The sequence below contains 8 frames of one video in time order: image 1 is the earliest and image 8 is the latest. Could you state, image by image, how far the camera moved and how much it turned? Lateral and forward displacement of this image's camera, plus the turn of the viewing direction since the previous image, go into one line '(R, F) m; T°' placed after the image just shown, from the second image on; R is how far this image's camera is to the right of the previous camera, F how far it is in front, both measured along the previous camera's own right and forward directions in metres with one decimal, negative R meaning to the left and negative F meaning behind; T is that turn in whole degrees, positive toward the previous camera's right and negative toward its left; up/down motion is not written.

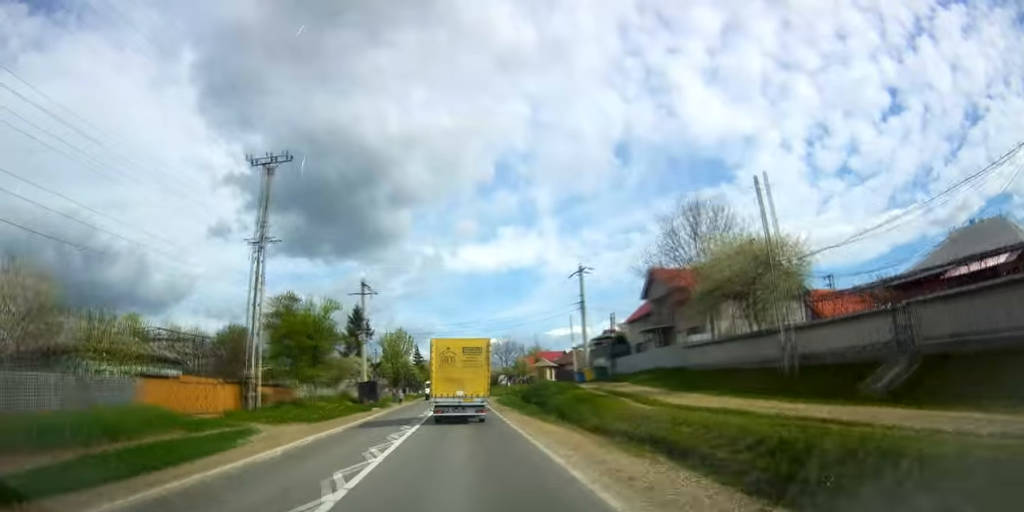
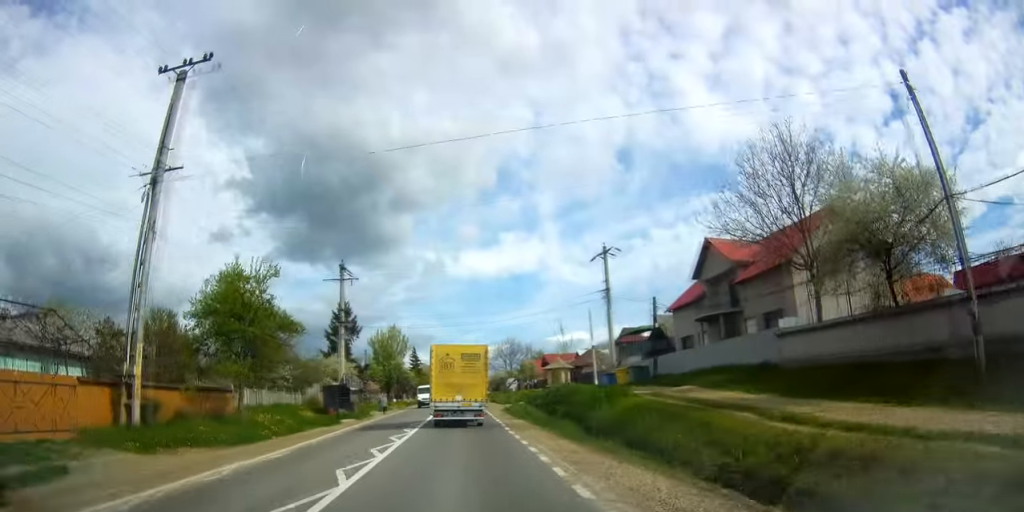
(-0.2, +11.1) m; -1°
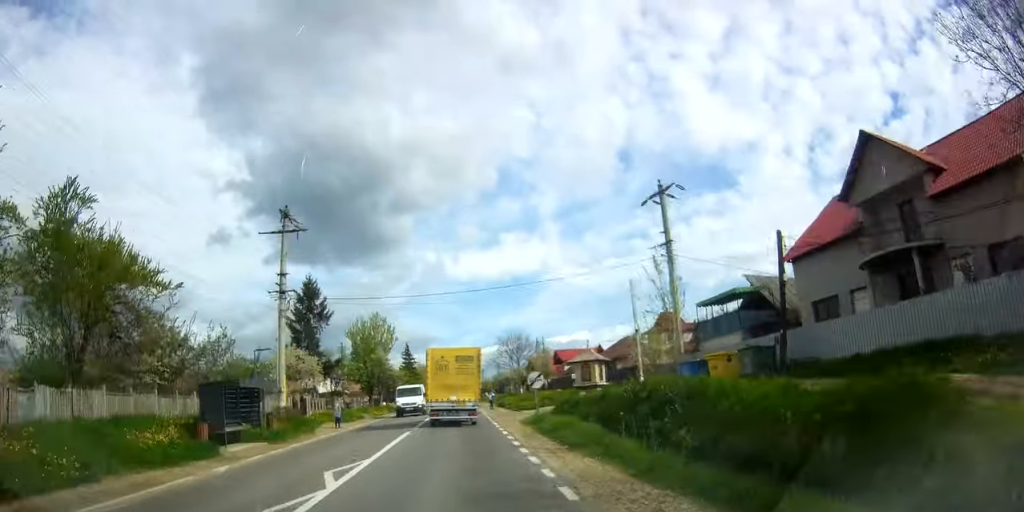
(-0.1, +17.0) m; -1°
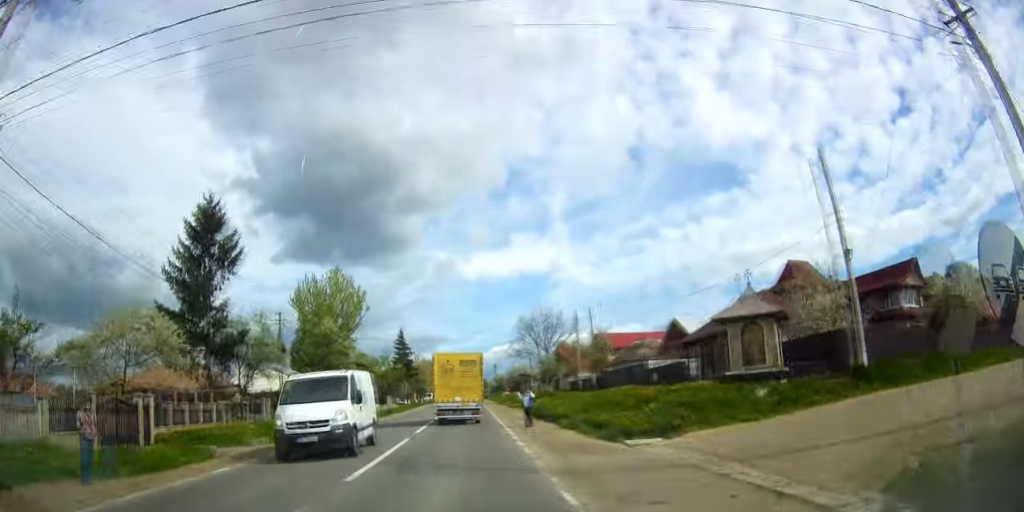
(-0.1, +26.8) m; 0°
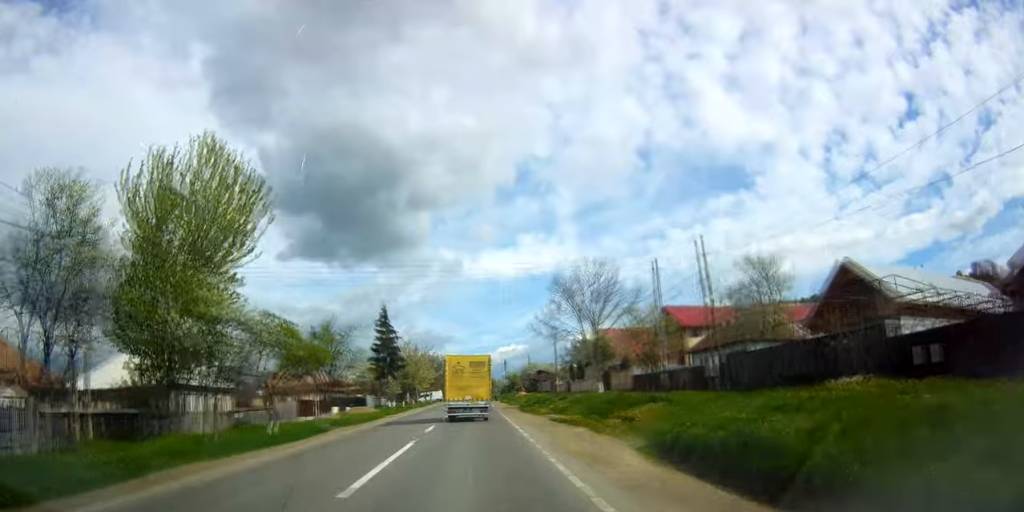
(+0.1, +25.7) m; -1°
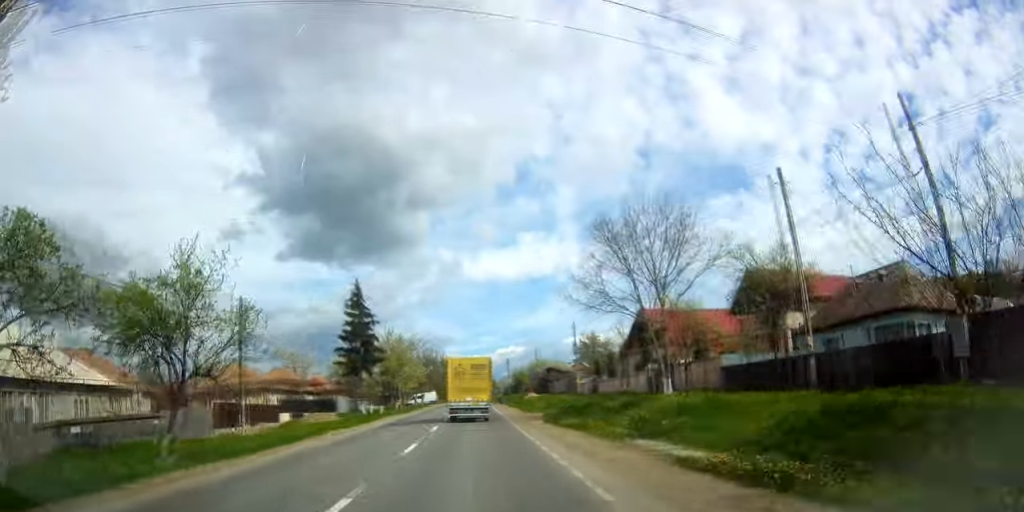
(-0.3, +16.7) m; 0°
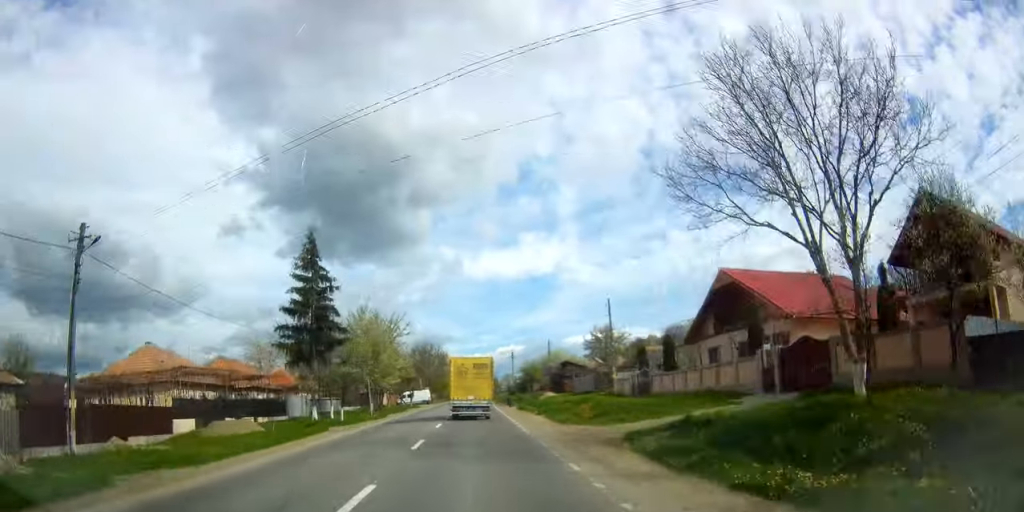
(+0.1, +17.0) m; 0°
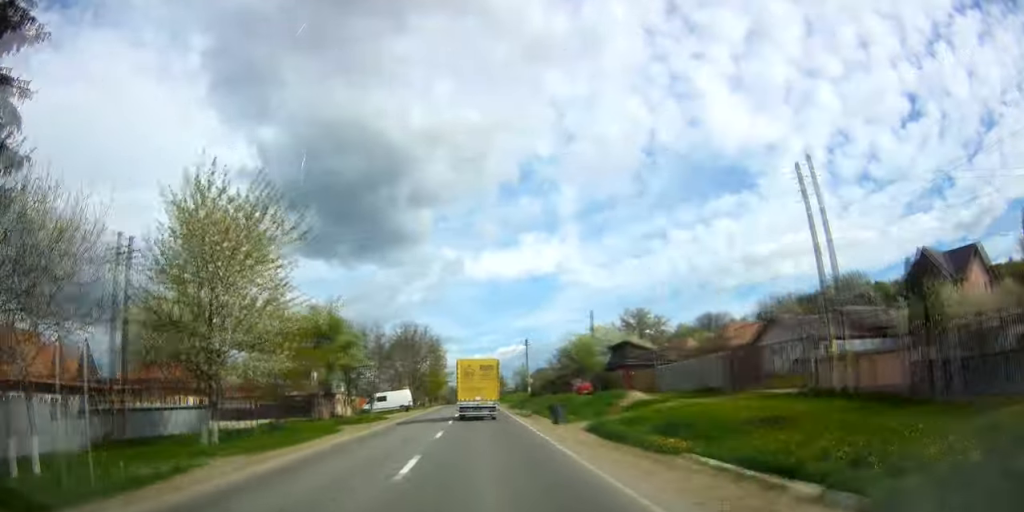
(-0.1, +31.9) m; -1°
